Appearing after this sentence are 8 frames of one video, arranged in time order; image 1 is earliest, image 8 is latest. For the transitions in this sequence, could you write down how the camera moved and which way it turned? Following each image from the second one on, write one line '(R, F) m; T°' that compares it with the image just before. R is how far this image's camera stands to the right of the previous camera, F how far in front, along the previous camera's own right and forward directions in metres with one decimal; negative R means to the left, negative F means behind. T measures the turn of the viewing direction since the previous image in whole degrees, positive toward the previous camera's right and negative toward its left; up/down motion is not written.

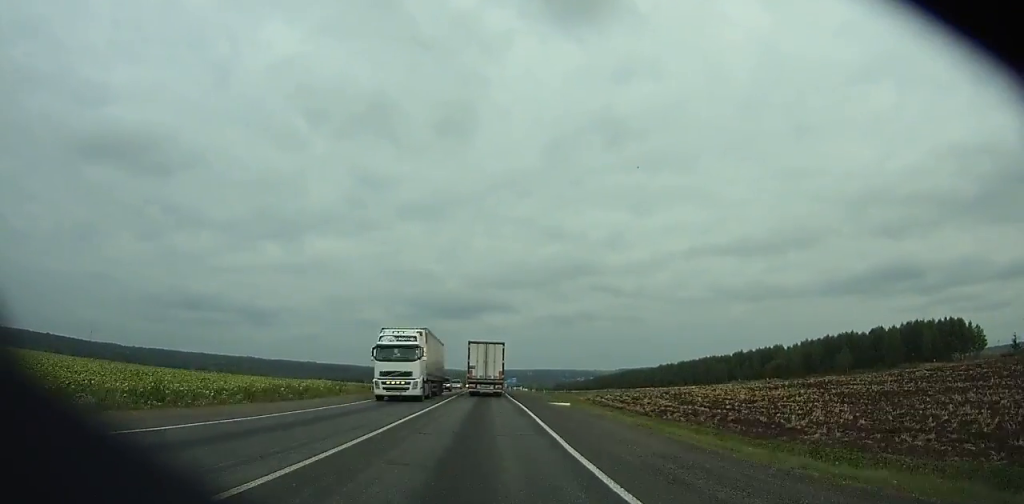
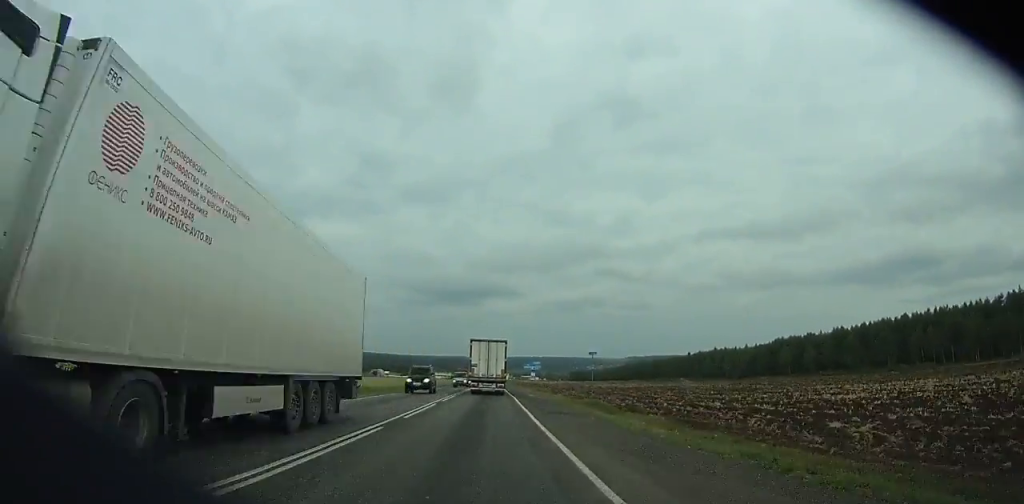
(-0.4, +149.4) m; -1°
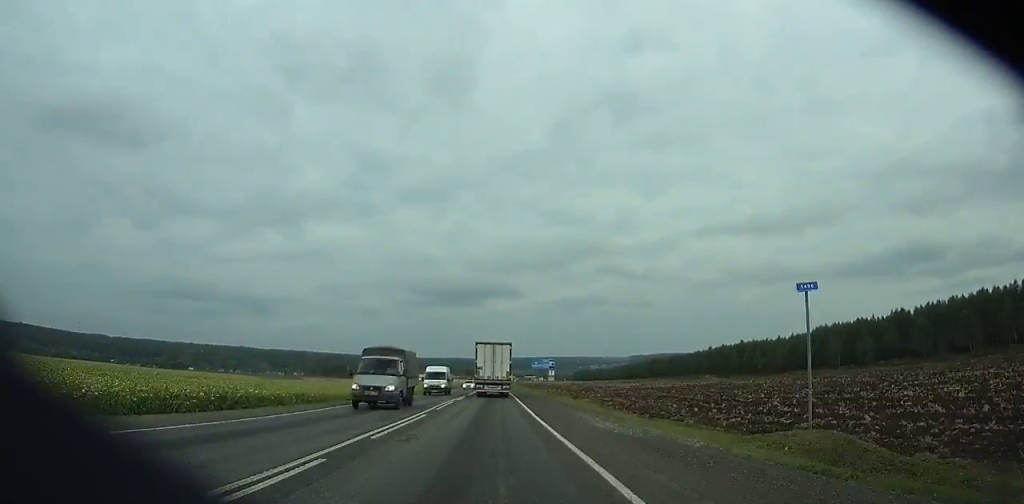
(-0.2, +28.8) m; 0°
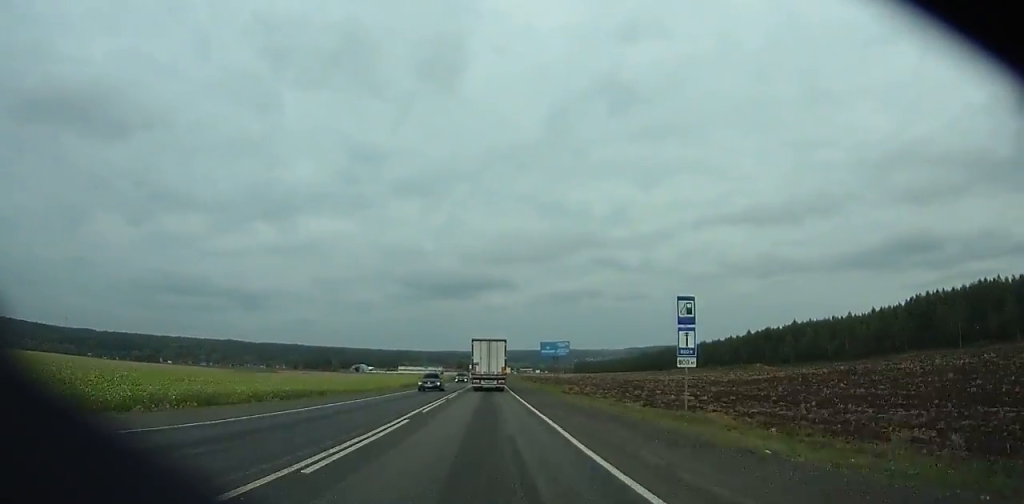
(0.0, +54.0) m; 0°
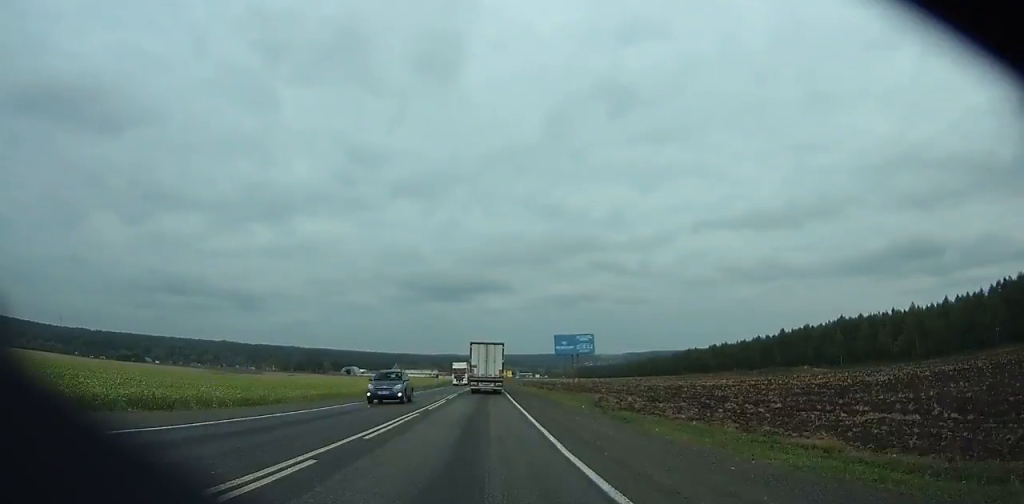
(0.0, +31.1) m; 0°
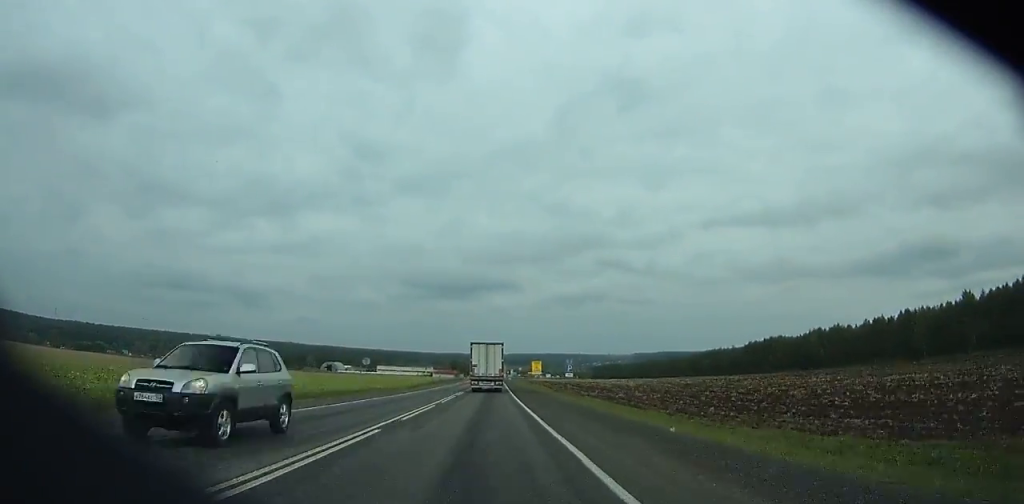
(+0.1, +91.4) m; 0°
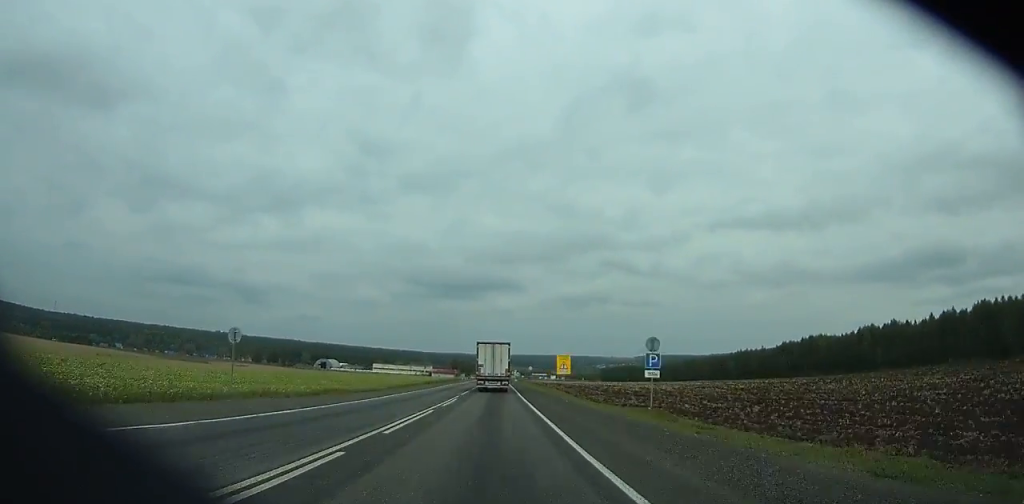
(-0.1, +28.3) m; 0°
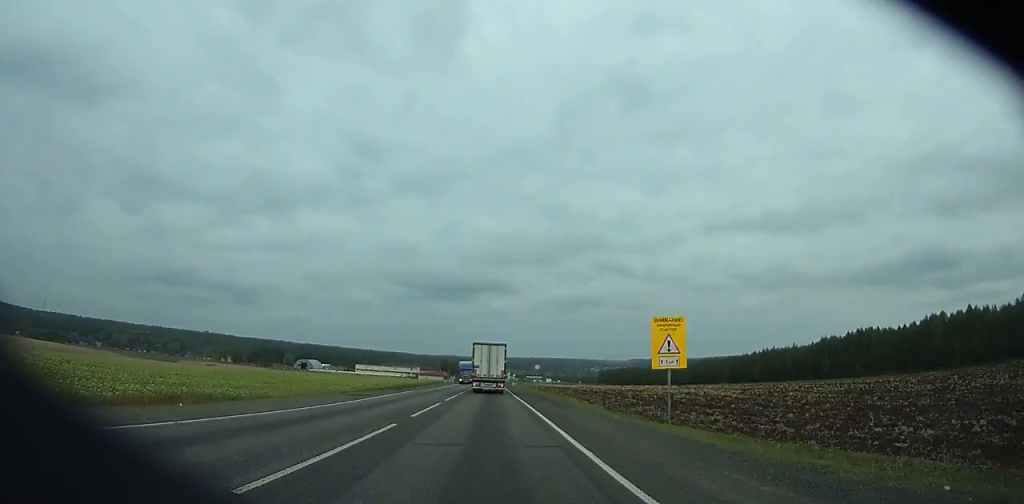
(-0.1, +32.7) m; 0°
